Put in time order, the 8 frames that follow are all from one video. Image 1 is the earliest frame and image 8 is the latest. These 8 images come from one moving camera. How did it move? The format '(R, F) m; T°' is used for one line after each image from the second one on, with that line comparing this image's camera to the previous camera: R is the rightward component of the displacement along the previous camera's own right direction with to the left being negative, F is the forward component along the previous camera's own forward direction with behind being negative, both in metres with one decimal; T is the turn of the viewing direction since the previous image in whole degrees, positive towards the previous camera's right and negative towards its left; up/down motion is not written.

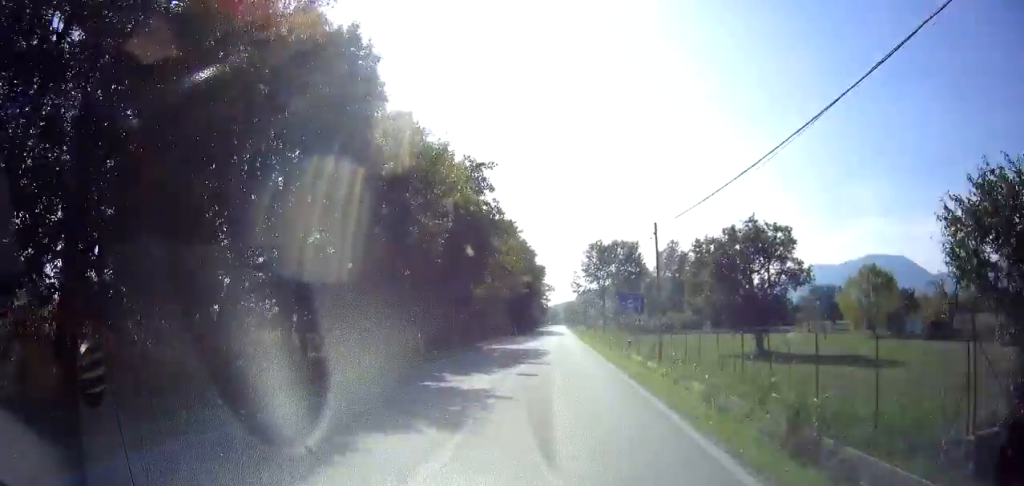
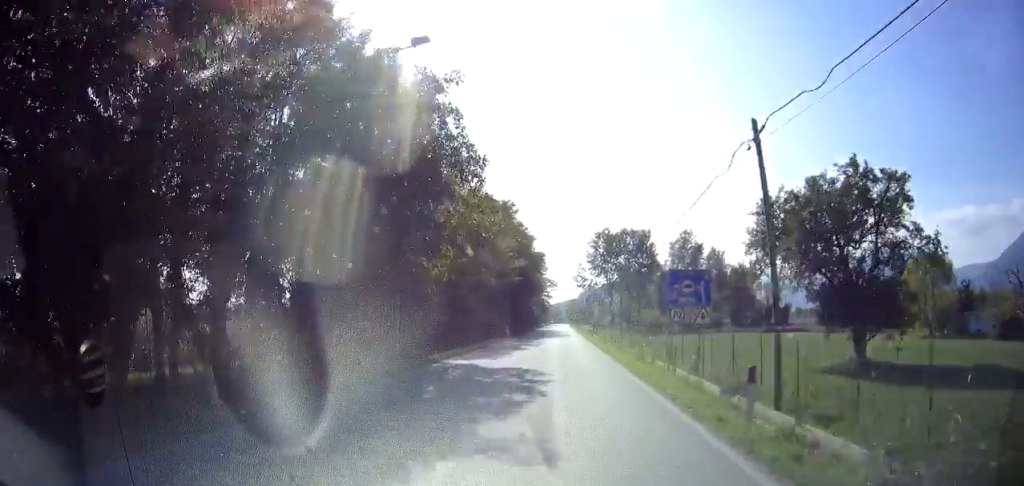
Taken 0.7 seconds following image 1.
(0.0, +13.5) m; 0°
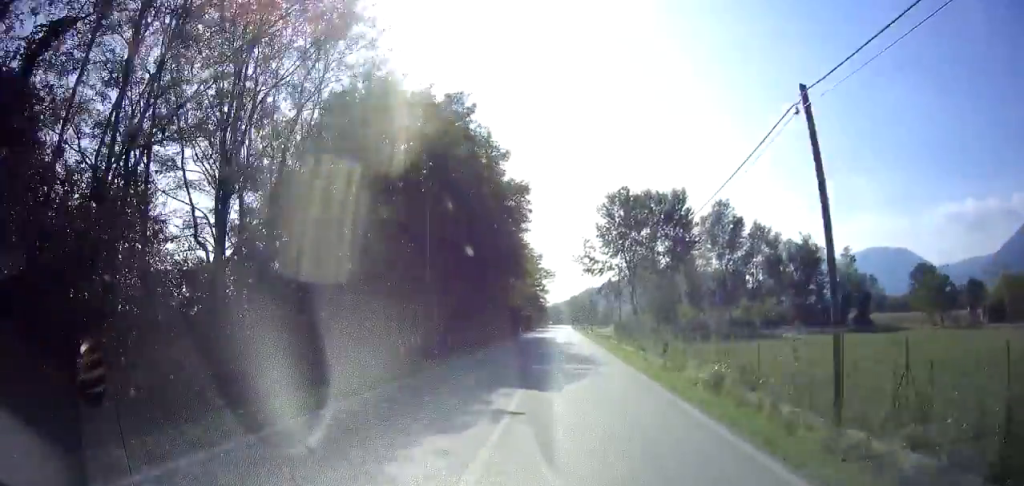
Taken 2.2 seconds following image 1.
(0.0, +31.6) m; 0°
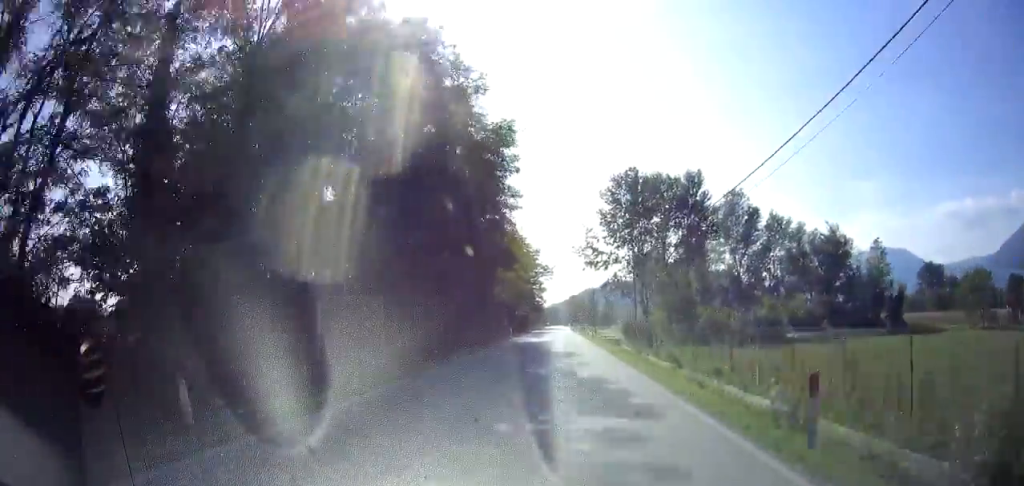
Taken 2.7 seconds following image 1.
(0.0, +9.4) m; 0°
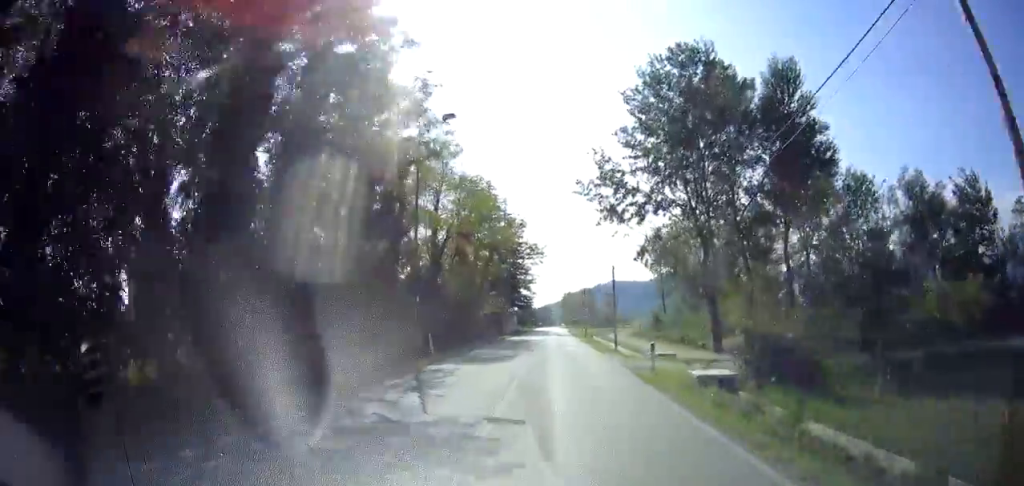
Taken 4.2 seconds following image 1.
(0.0, +30.3) m; 0°
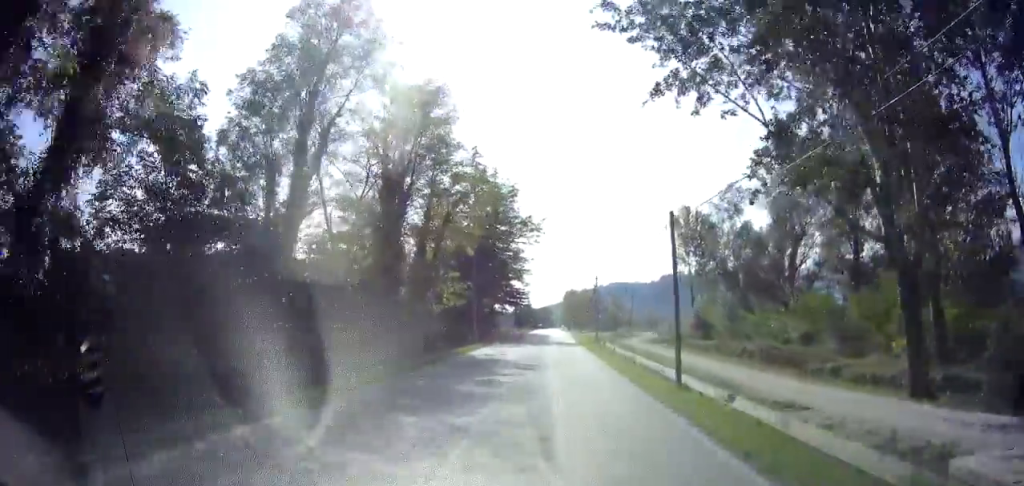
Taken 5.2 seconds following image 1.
(0.0, +20.2) m; 0°
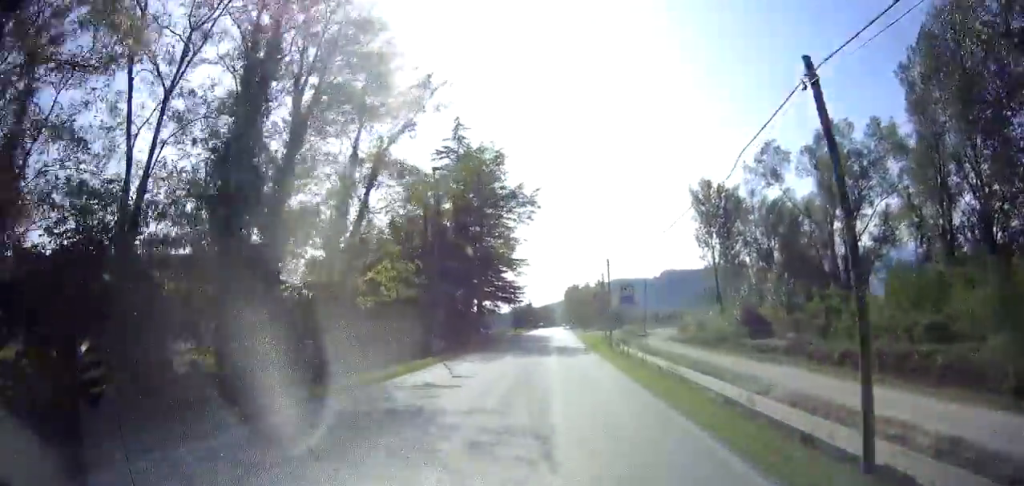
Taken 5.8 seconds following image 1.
(0.0, +12.1) m; 0°
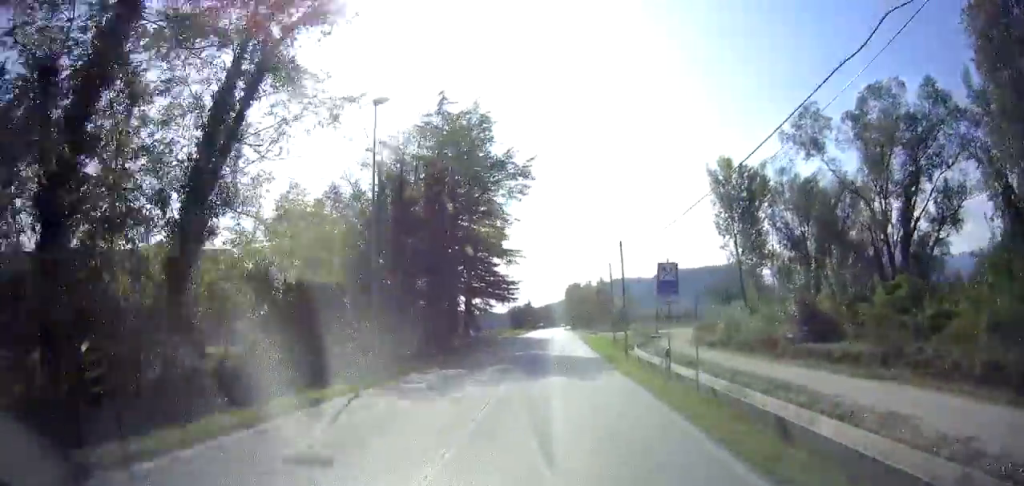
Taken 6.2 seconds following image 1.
(0.0, +8.7) m; 0°
